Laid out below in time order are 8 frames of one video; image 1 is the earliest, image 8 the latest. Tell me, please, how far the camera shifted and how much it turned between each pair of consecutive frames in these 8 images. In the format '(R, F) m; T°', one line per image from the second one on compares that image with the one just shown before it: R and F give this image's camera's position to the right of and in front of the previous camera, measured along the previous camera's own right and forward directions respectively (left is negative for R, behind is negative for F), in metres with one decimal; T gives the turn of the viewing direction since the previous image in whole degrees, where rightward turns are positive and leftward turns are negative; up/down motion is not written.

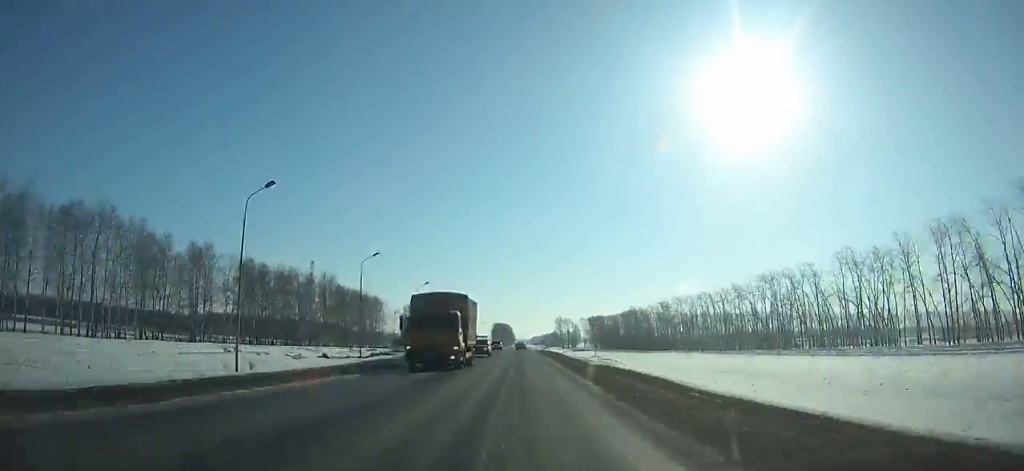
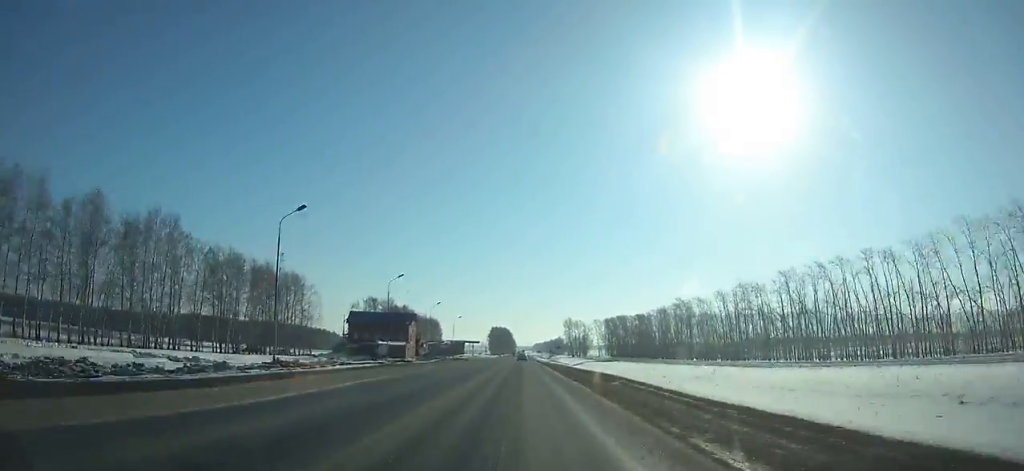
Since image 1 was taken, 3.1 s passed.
(0.0, +74.5) m; 0°
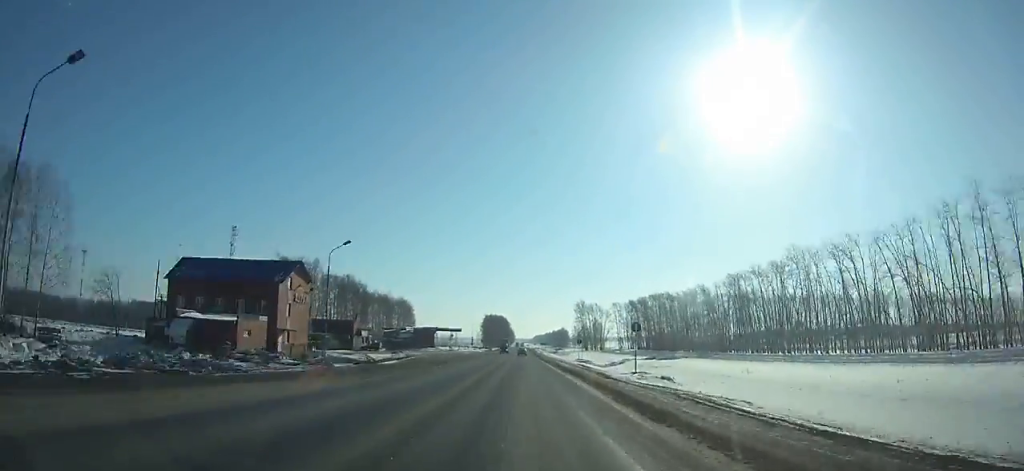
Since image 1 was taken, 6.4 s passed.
(-0.1, +79.7) m; 0°
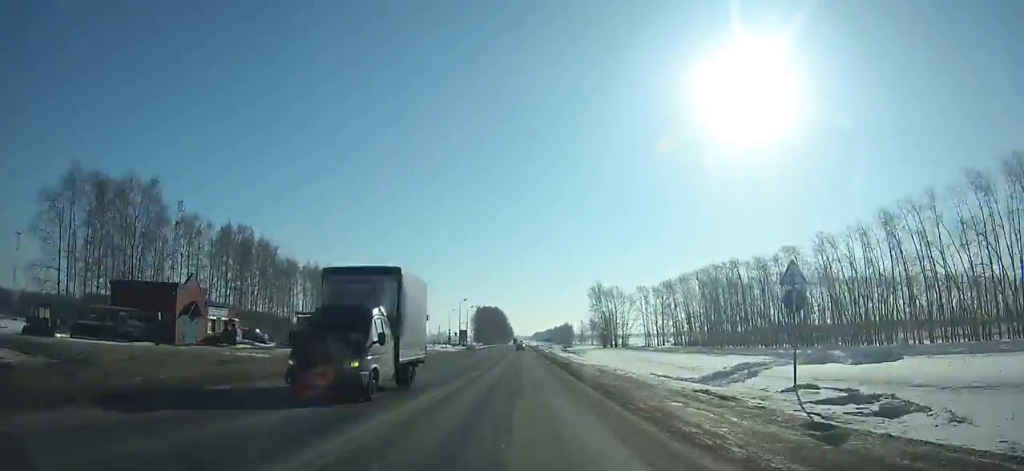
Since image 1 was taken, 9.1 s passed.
(0.0, +65.6) m; 0°
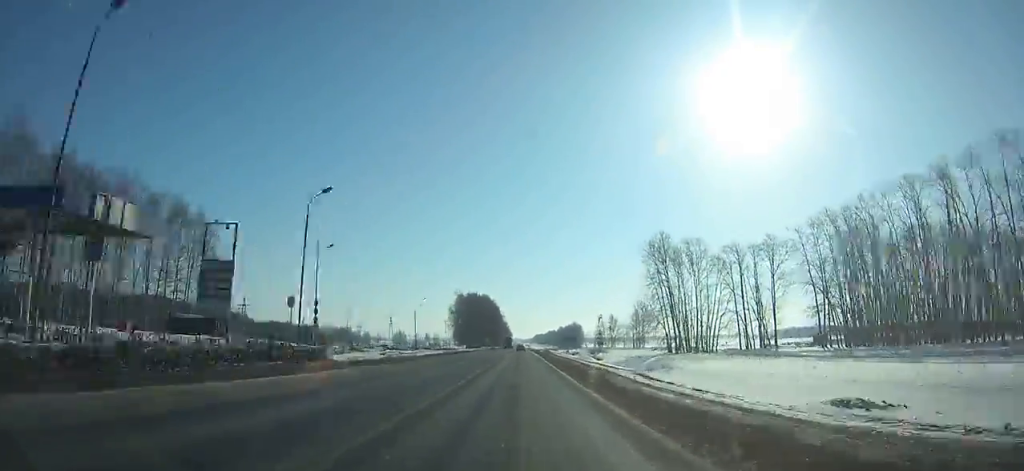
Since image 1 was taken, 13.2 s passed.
(+0.2, +100.1) m; 0°
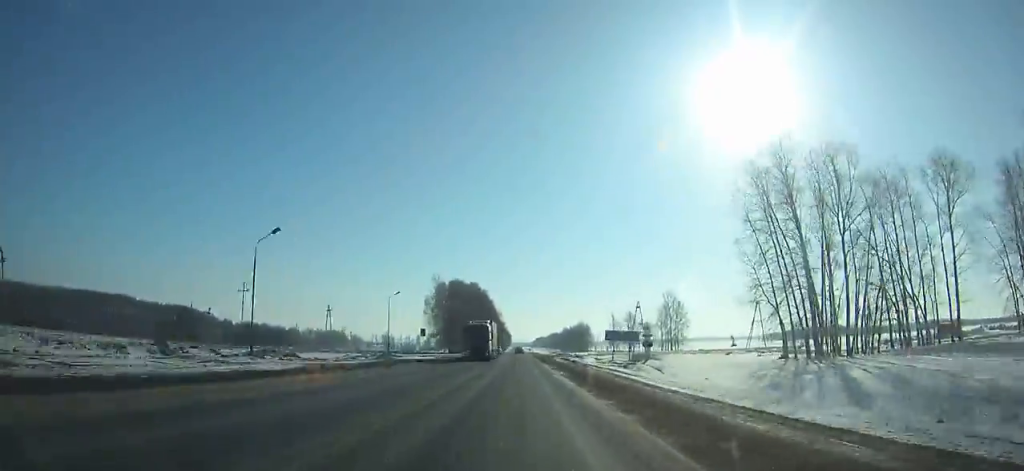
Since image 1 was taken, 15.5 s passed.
(-0.1, +56.6) m; 0°
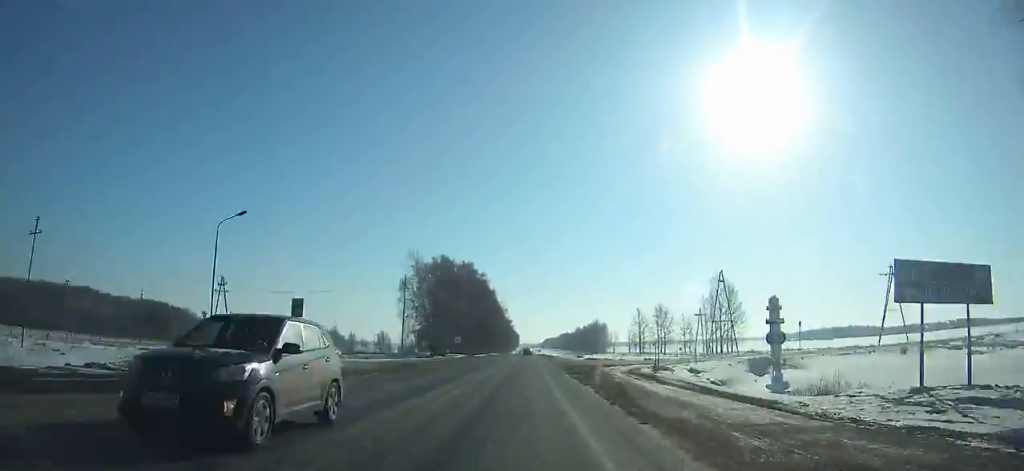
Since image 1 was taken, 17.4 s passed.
(-0.1, +47.0) m; 0°
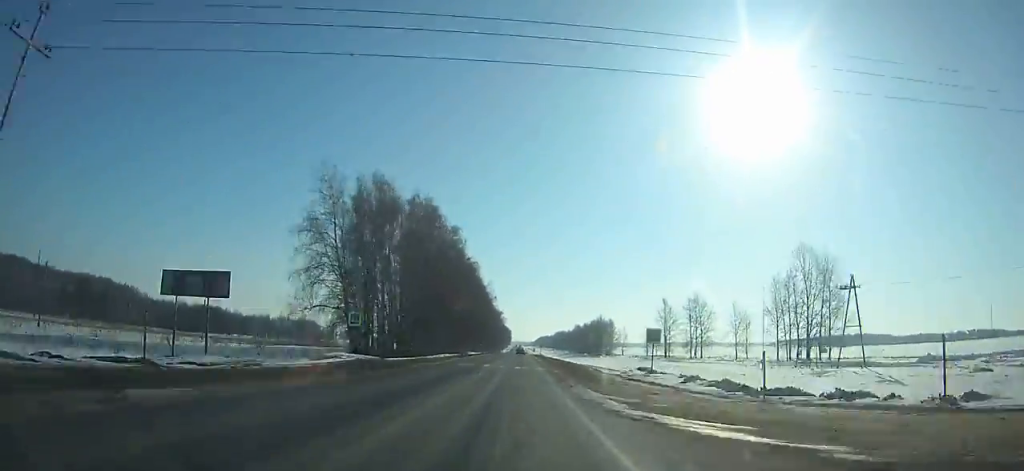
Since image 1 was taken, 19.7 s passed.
(-0.1, +57.2) m; 0°
